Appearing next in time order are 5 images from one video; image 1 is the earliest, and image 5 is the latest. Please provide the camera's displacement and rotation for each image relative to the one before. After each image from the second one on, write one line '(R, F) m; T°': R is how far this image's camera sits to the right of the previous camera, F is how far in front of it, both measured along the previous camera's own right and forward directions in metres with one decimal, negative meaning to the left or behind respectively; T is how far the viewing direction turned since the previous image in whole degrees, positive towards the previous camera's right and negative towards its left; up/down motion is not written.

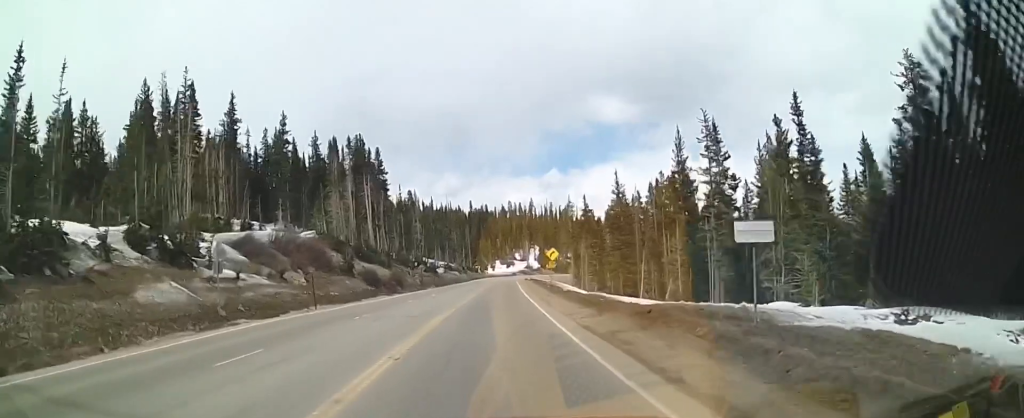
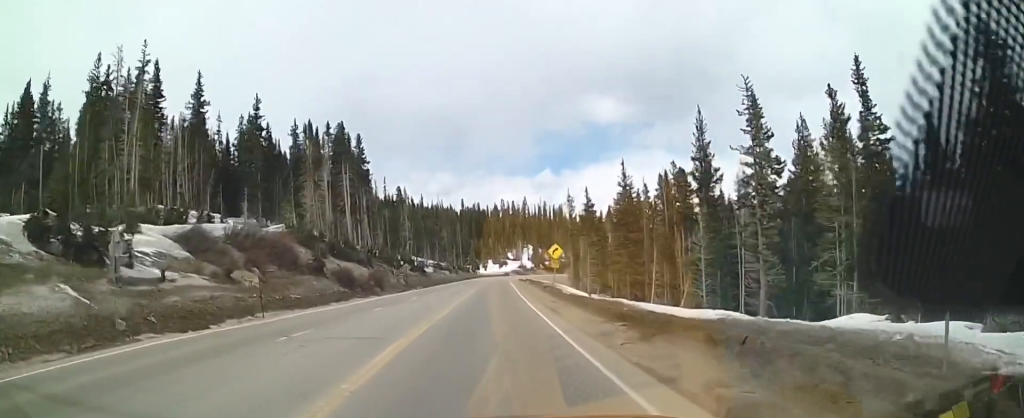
(-0.3, +8.1) m; 0°
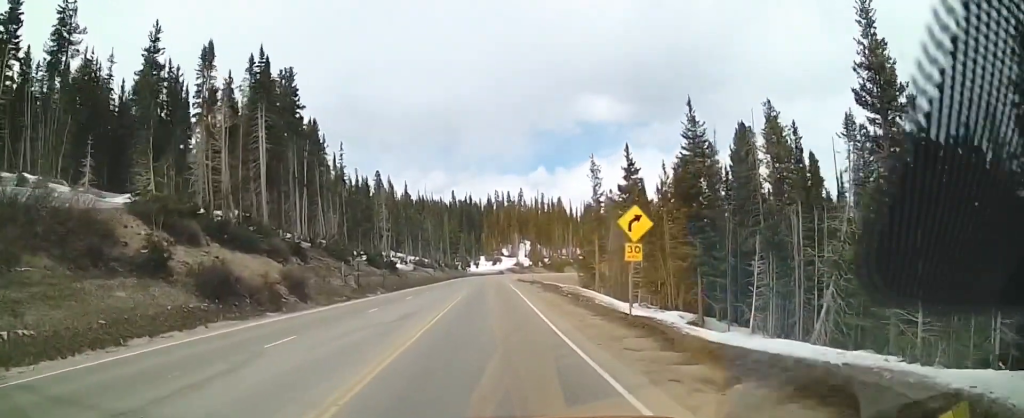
(+1.7, +23.6) m; 0°
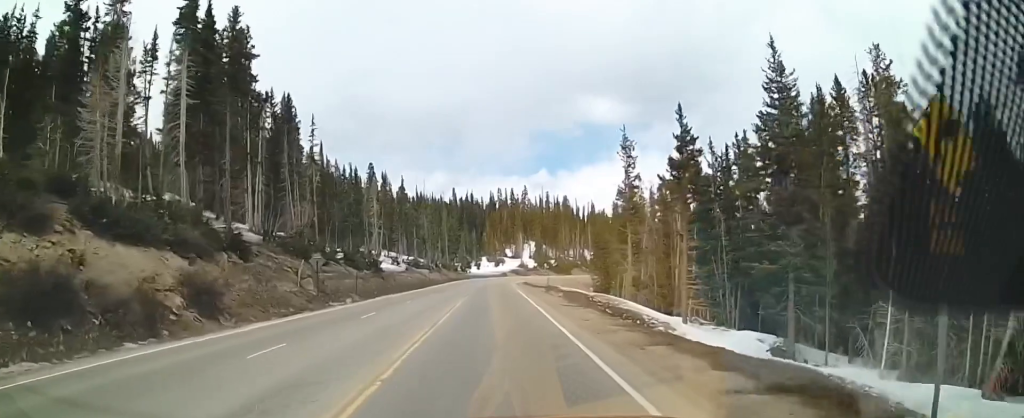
(-0.2, +13.0) m; 0°
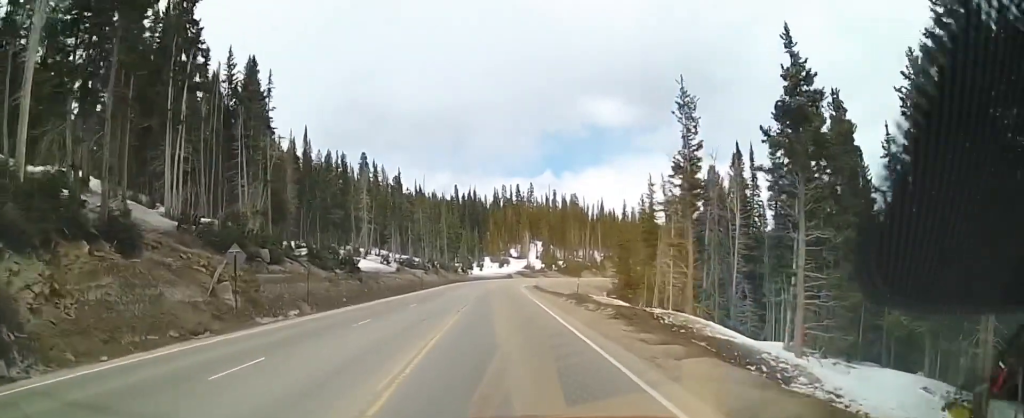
(-0.2, +13.7) m; -2°
